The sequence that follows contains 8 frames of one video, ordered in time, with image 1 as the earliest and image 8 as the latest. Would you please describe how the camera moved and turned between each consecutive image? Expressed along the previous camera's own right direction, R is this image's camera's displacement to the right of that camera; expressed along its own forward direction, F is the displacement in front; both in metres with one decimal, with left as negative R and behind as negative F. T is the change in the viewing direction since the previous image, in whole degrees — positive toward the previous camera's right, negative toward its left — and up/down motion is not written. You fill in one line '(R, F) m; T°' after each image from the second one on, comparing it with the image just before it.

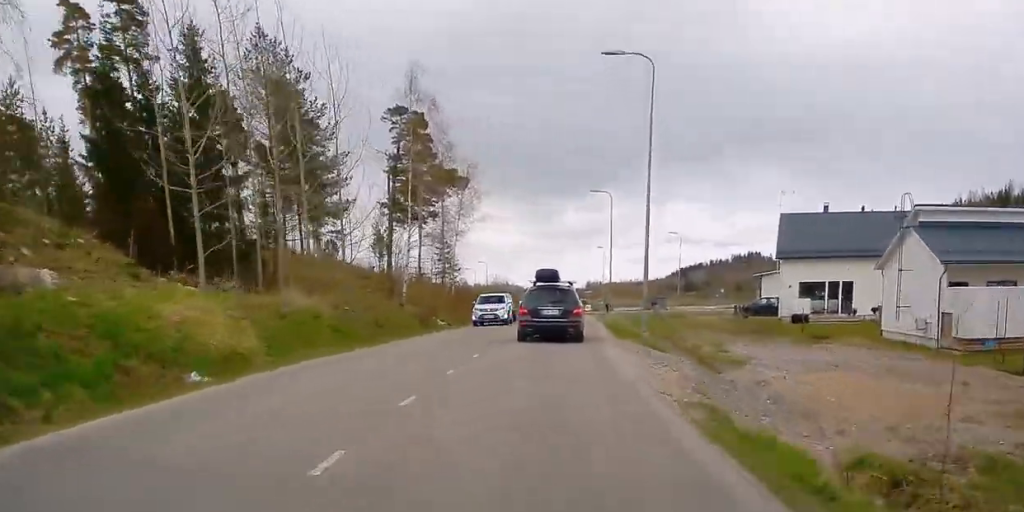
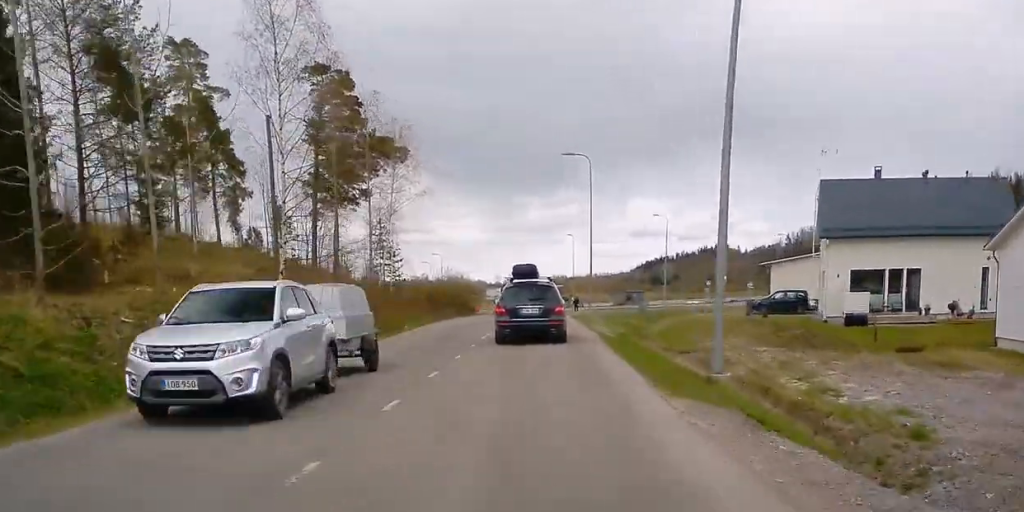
(+0.6, +14.9) m; +2°
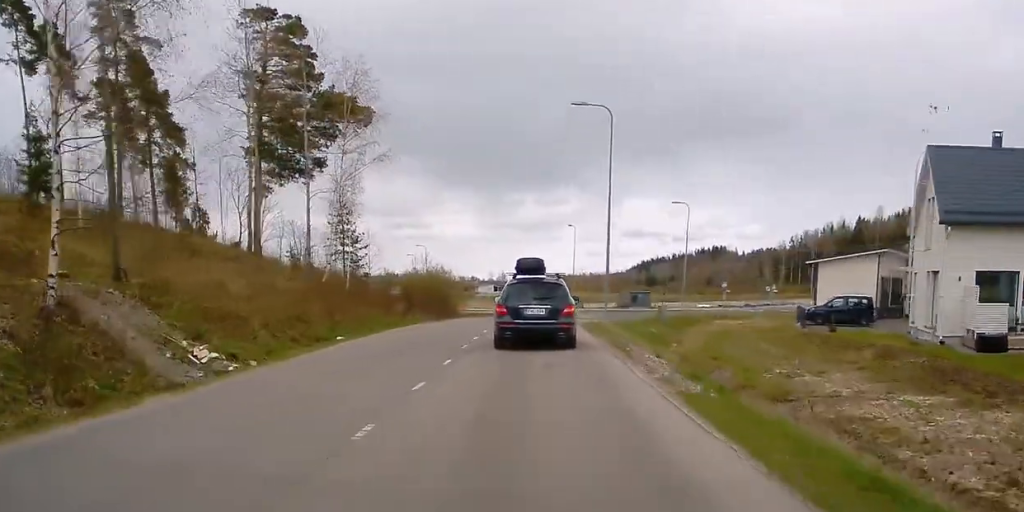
(-0.1, +12.5) m; 0°
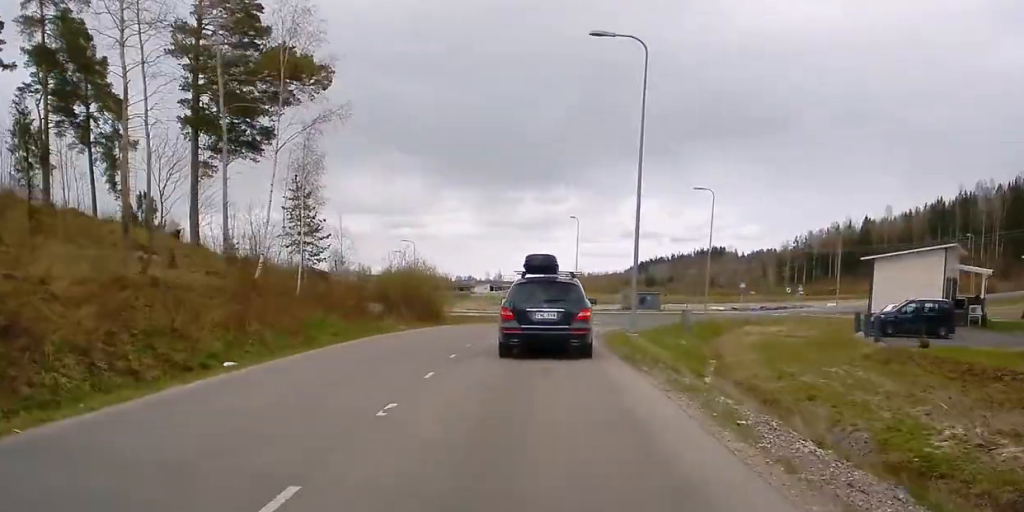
(0.0, +9.3) m; +1°
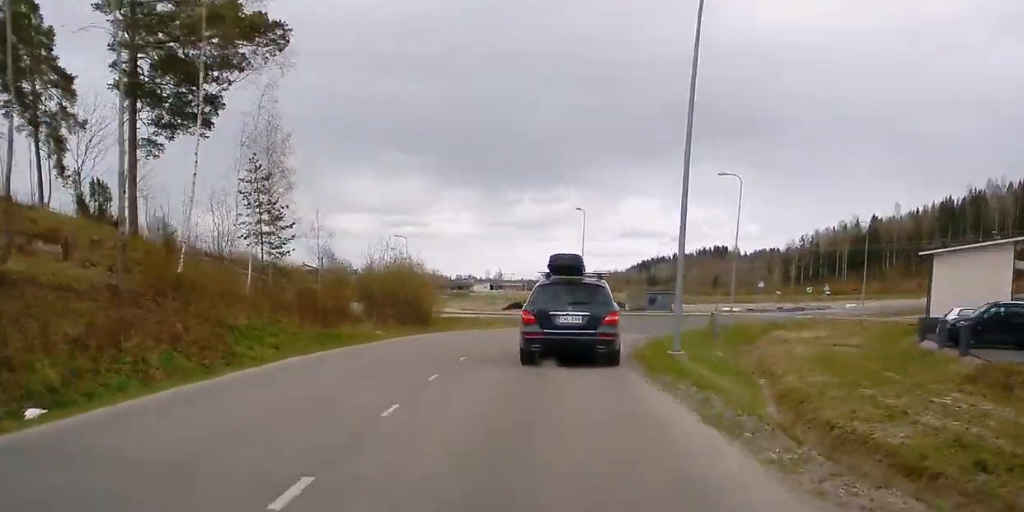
(-0.1, +7.4) m; +1°
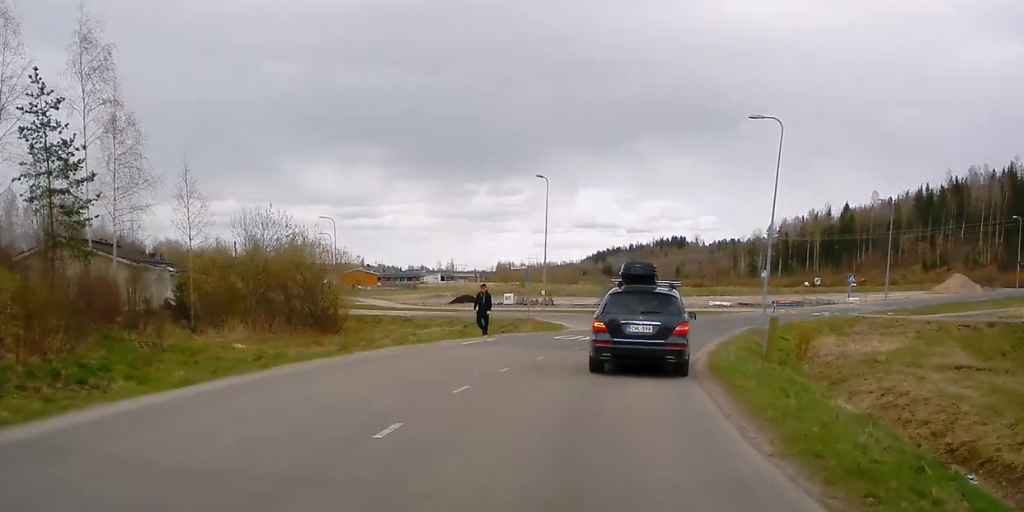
(+0.5, +16.7) m; +5°
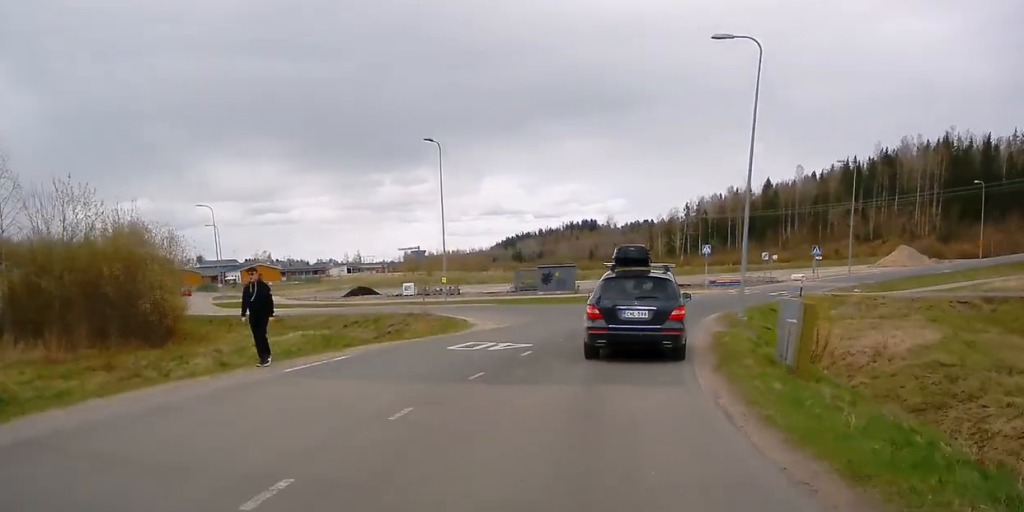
(+0.5, +10.0) m; +6°
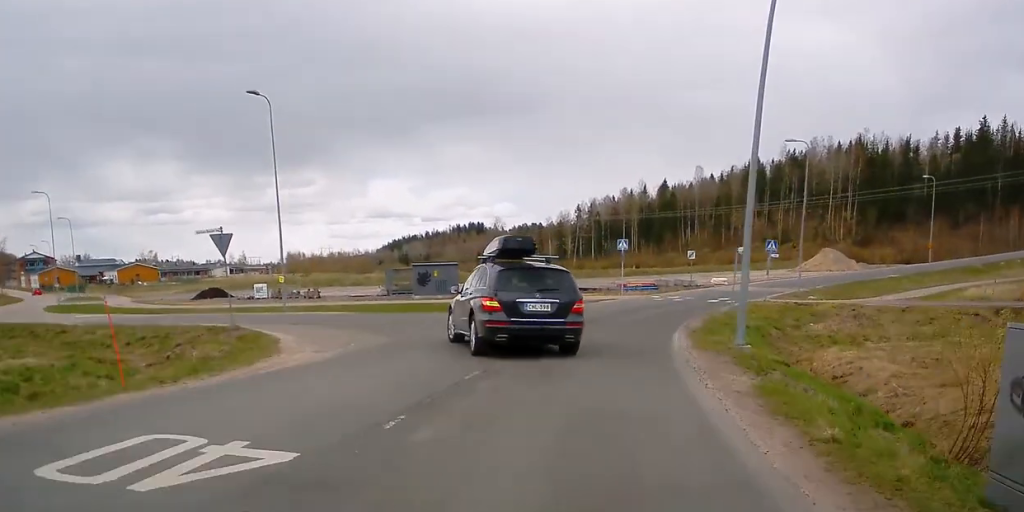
(+0.9, +11.8) m; +1°
